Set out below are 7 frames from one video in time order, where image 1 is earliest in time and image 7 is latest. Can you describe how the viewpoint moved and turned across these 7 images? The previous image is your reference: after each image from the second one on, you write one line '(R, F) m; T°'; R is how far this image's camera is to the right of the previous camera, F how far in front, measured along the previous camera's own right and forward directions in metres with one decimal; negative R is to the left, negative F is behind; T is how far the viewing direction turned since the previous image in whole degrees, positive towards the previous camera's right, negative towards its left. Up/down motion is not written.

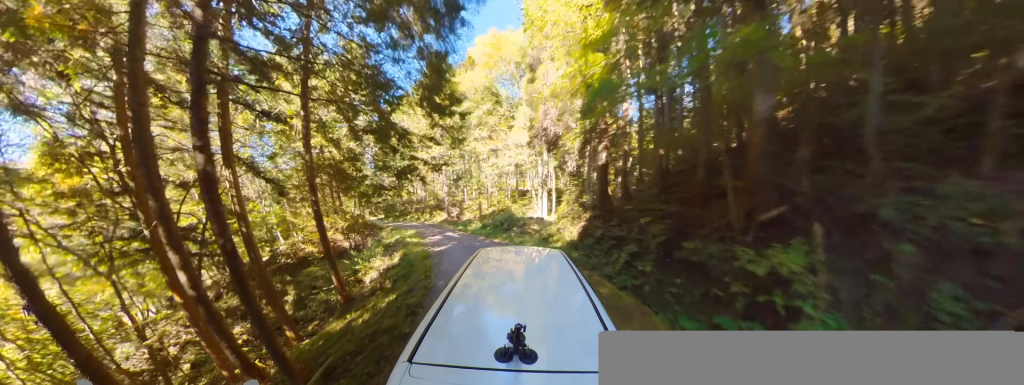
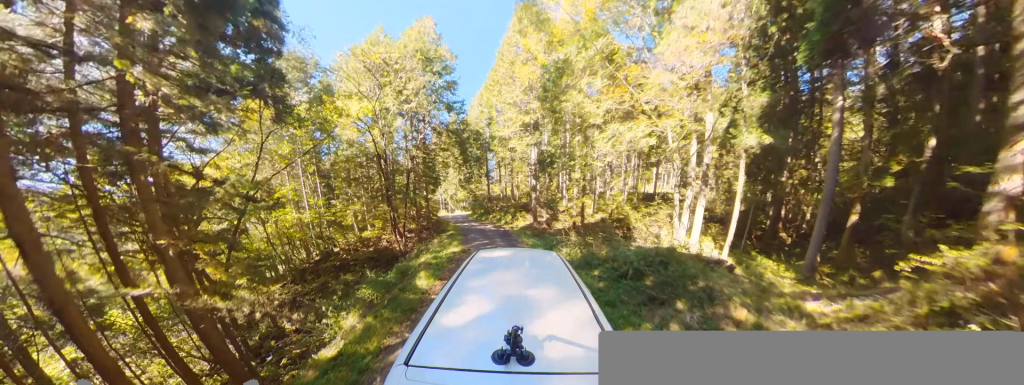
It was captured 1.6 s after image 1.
(-1.5, +6.7) m; -34°
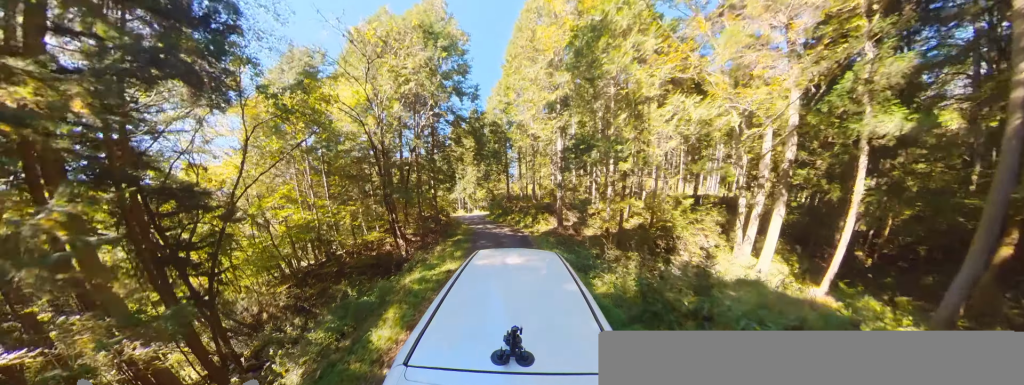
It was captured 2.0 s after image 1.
(-0.3, +2.7) m; -7°
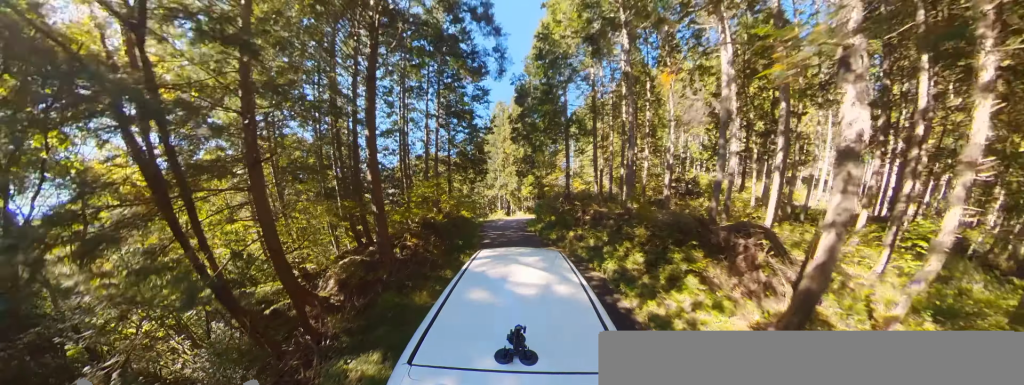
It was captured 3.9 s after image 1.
(+3.7, +12.2) m; +40°
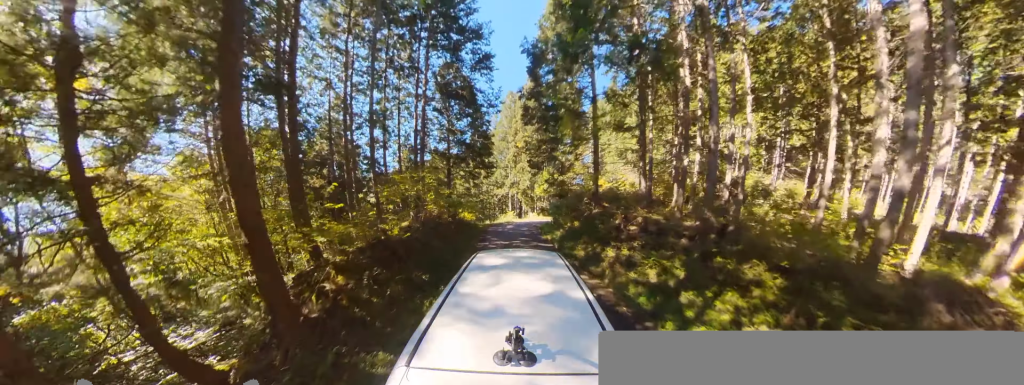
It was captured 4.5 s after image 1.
(+0.4, +5.4) m; +12°
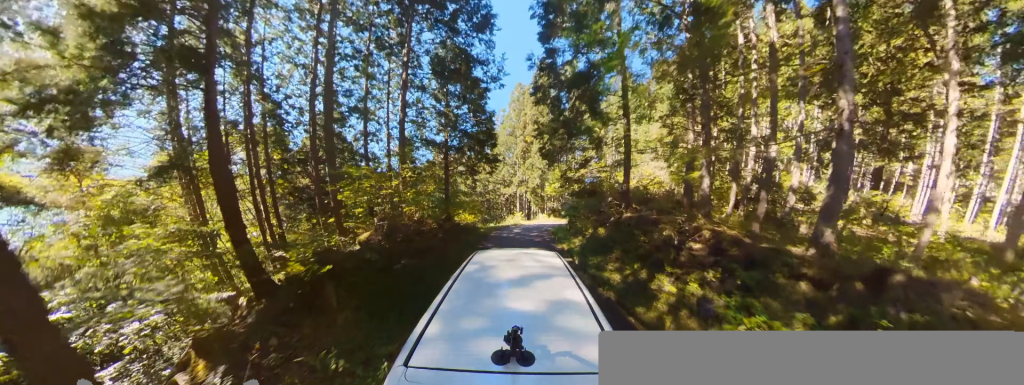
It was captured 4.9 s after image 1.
(-0.5, +4.4) m; +10°
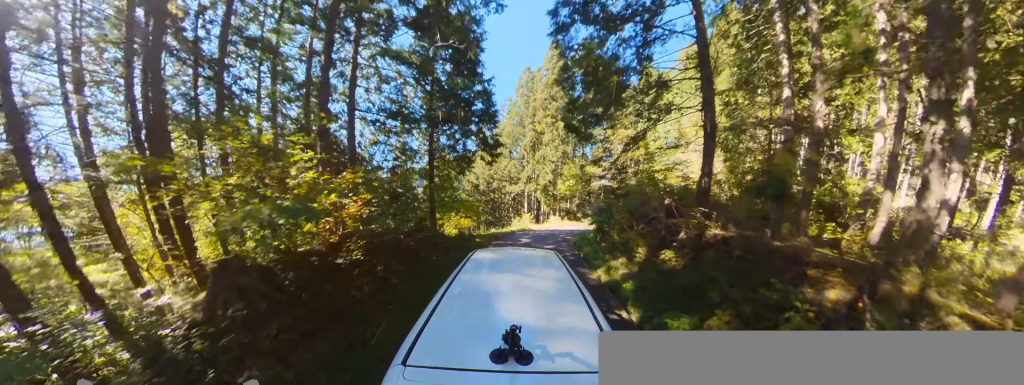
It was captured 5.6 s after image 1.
(+1.8, +6.6) m; +23°
